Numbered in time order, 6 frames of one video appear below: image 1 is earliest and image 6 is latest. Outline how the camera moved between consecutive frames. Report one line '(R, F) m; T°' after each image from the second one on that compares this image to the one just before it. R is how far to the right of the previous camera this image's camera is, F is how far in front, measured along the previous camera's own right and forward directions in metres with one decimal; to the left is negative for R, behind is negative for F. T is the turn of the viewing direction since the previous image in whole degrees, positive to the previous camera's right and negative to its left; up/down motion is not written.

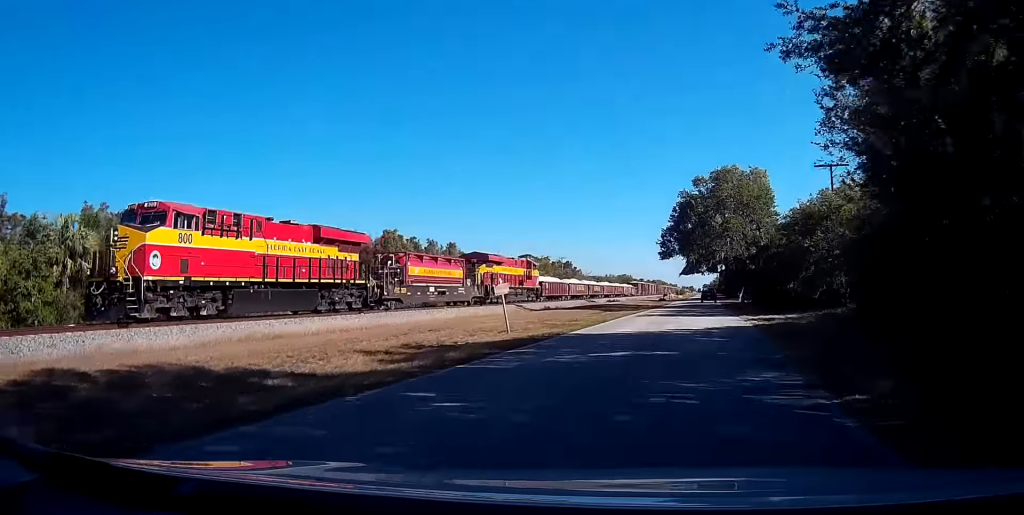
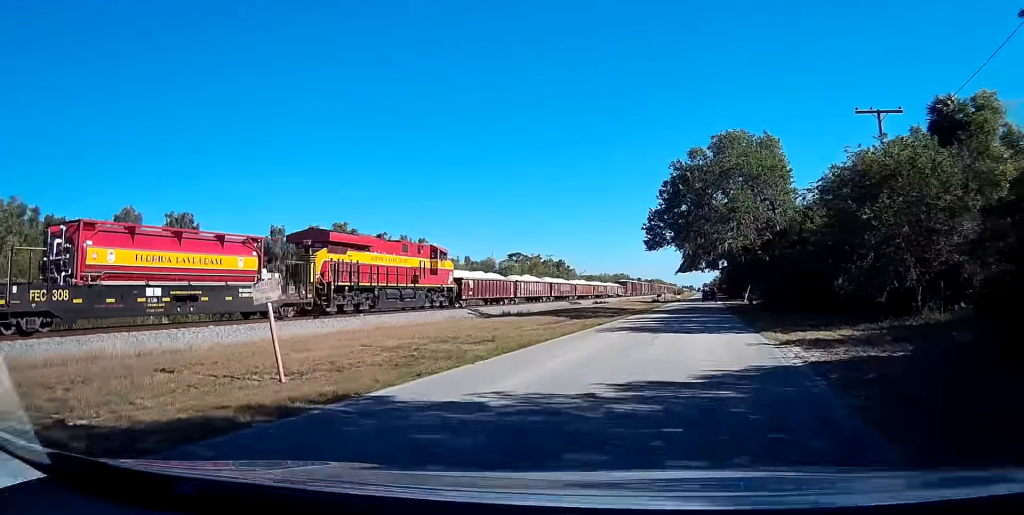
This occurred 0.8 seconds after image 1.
(+0.1, +14.8) m; 0°
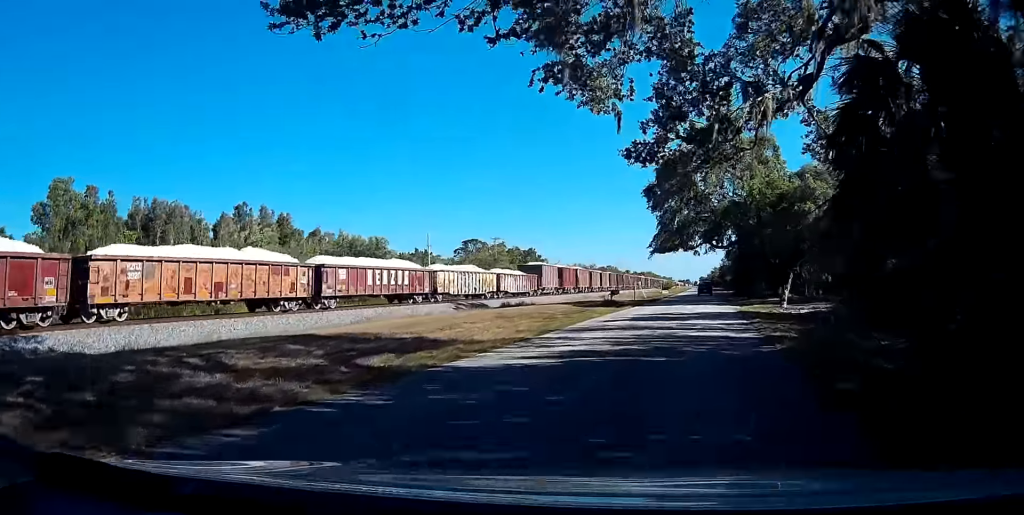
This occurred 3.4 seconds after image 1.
(-0.1, +45.8) m; 0°
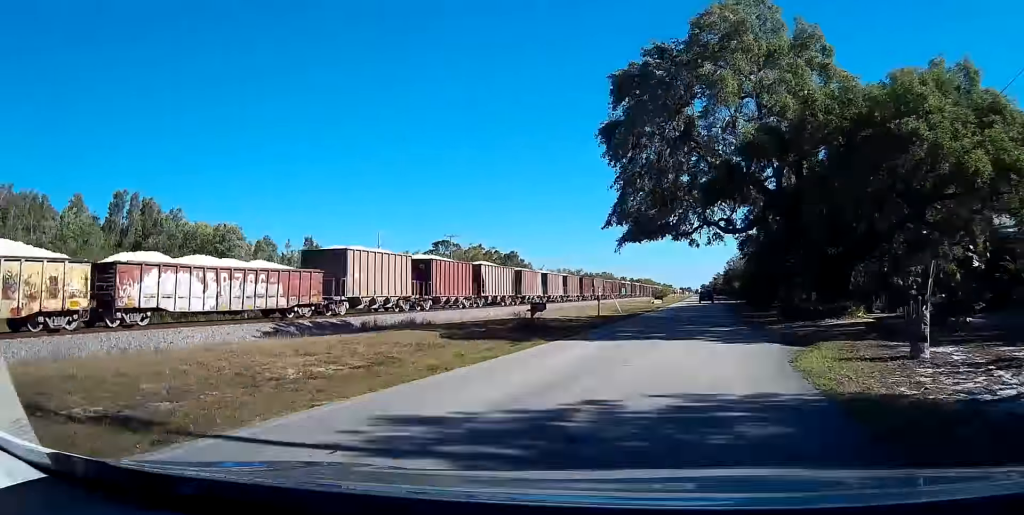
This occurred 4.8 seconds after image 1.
(+0.1, +25.6) m; 0°
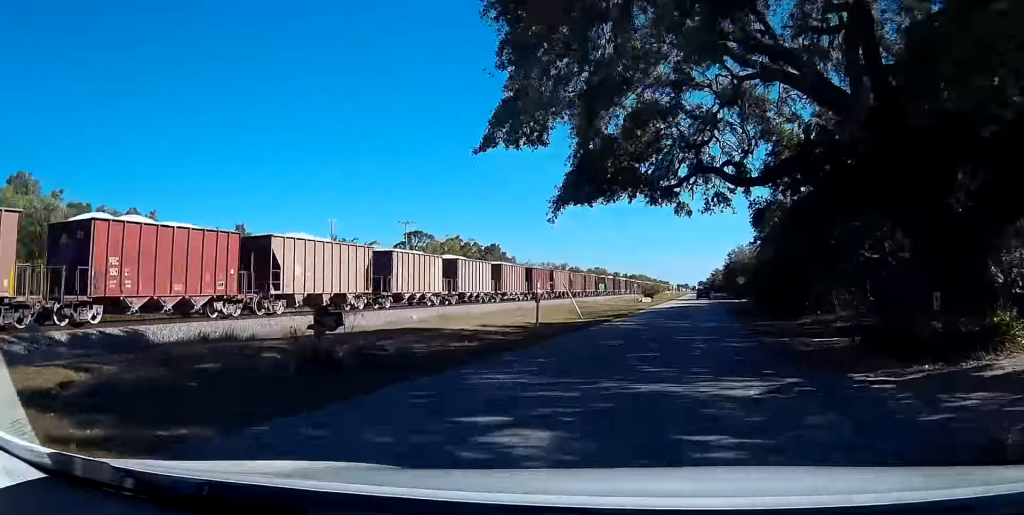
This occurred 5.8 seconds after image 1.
(-0.1, +16.7) m; +1°
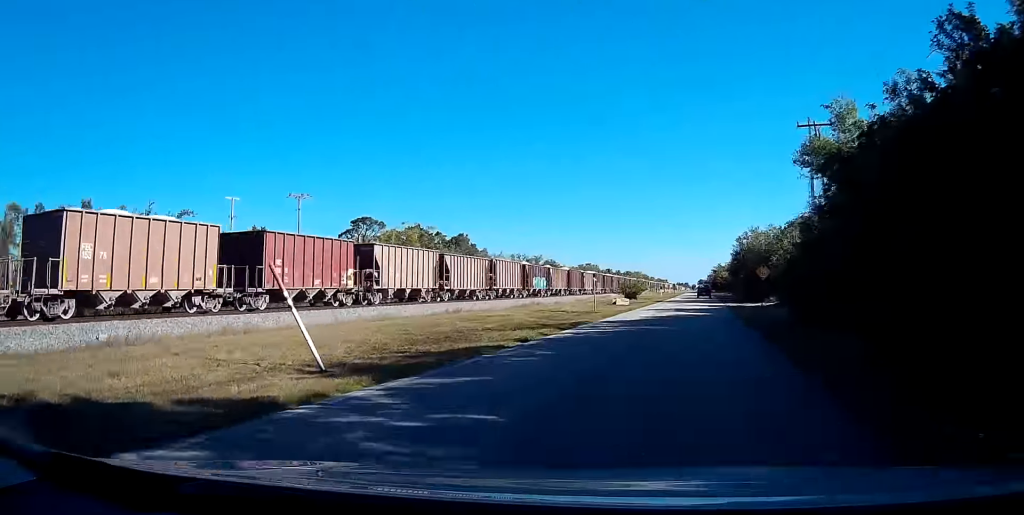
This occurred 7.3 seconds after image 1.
(+0.3, +27.6) m; +1°
